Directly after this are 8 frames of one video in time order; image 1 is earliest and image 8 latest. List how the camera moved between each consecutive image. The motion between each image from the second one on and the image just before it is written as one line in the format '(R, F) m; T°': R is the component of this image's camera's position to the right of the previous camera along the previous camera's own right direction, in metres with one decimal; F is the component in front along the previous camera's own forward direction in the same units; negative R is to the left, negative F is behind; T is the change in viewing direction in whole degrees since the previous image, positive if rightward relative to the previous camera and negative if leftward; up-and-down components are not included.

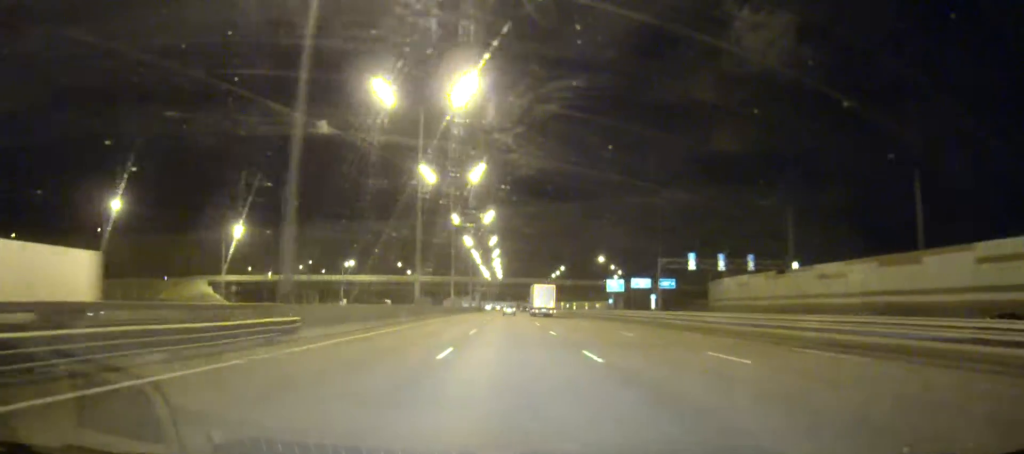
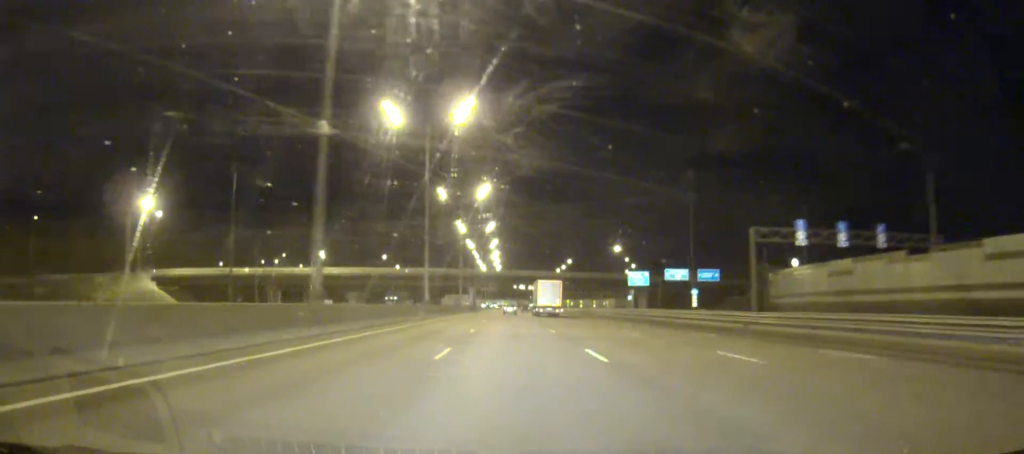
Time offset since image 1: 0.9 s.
(0.0, +32.4) m; 0°
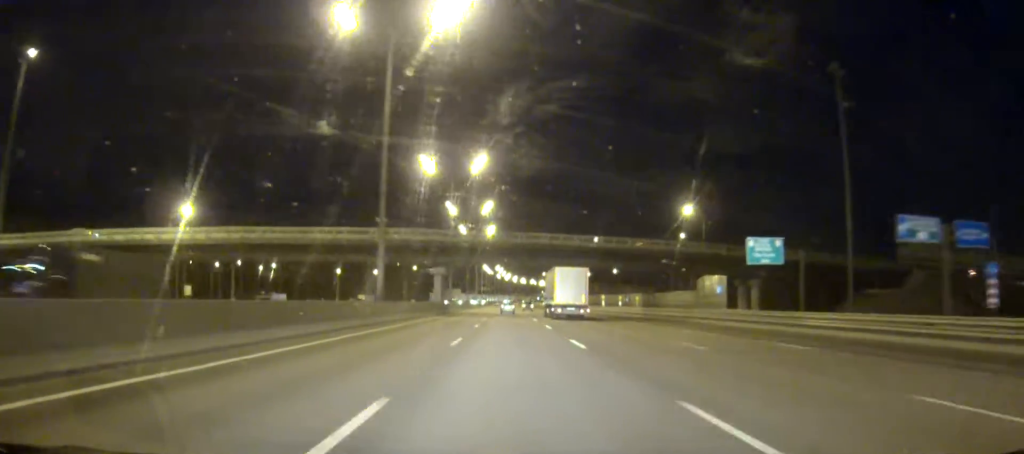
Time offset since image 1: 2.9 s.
(-0.1, +75.0) m; 0°
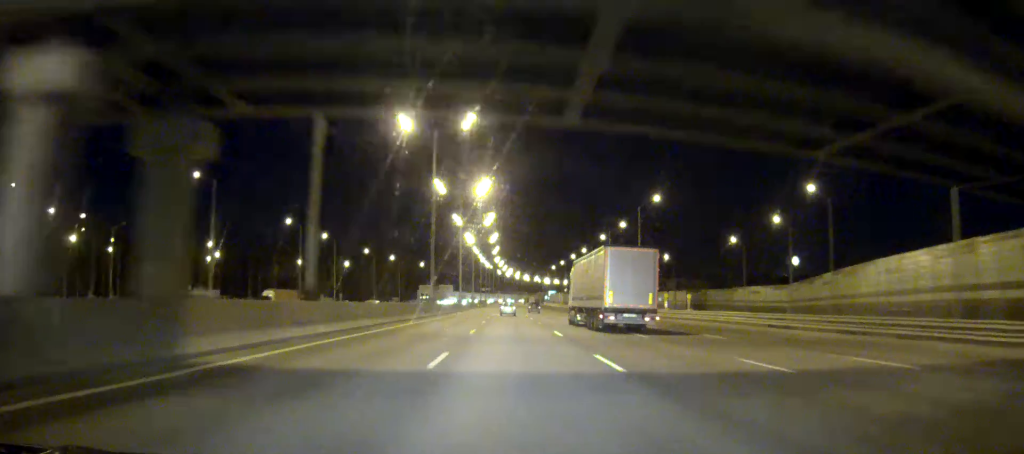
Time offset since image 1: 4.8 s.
(0.0, +70.6) m; 0°
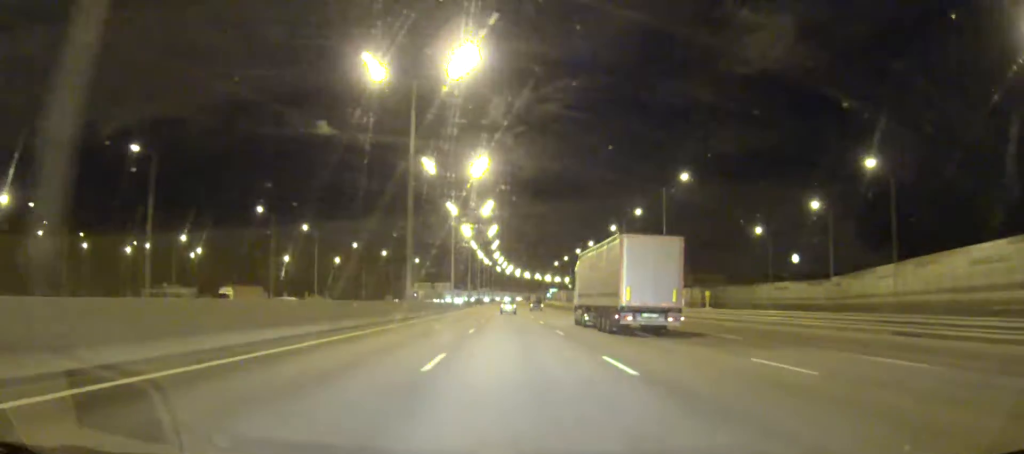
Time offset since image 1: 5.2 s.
(-0.1, +17.3) m; 0°
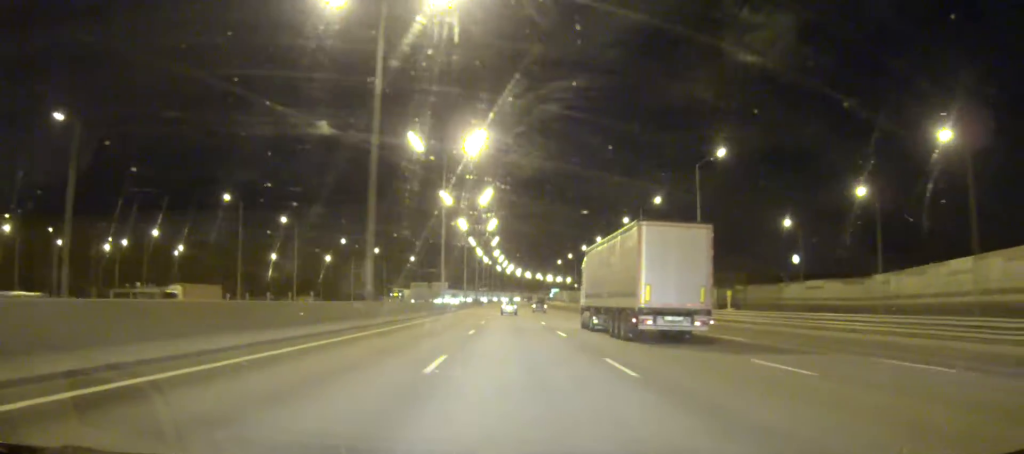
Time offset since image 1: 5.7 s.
(0.0, +16.0) m; 0°
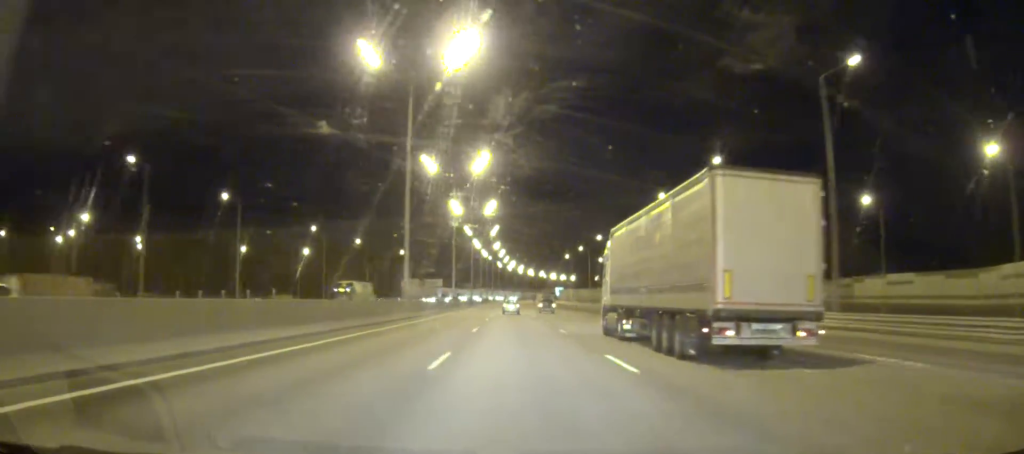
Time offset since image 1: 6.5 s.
(+0.1, +31.8) m; 0°
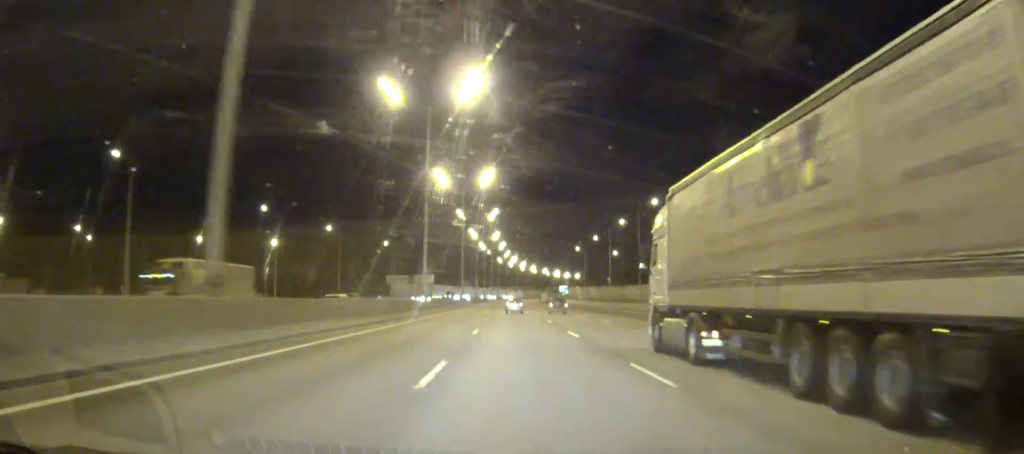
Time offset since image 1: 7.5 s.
(0.0, +34.9) m; 0°
